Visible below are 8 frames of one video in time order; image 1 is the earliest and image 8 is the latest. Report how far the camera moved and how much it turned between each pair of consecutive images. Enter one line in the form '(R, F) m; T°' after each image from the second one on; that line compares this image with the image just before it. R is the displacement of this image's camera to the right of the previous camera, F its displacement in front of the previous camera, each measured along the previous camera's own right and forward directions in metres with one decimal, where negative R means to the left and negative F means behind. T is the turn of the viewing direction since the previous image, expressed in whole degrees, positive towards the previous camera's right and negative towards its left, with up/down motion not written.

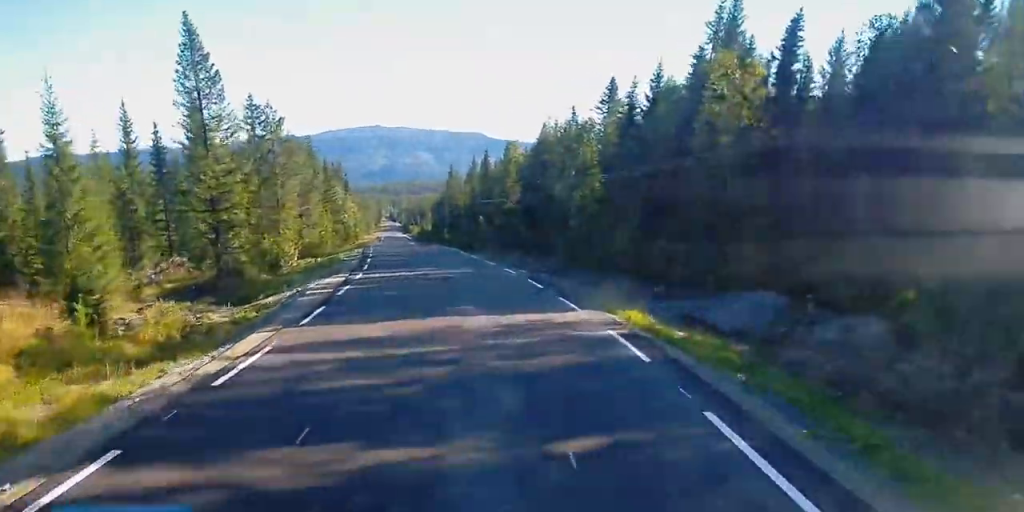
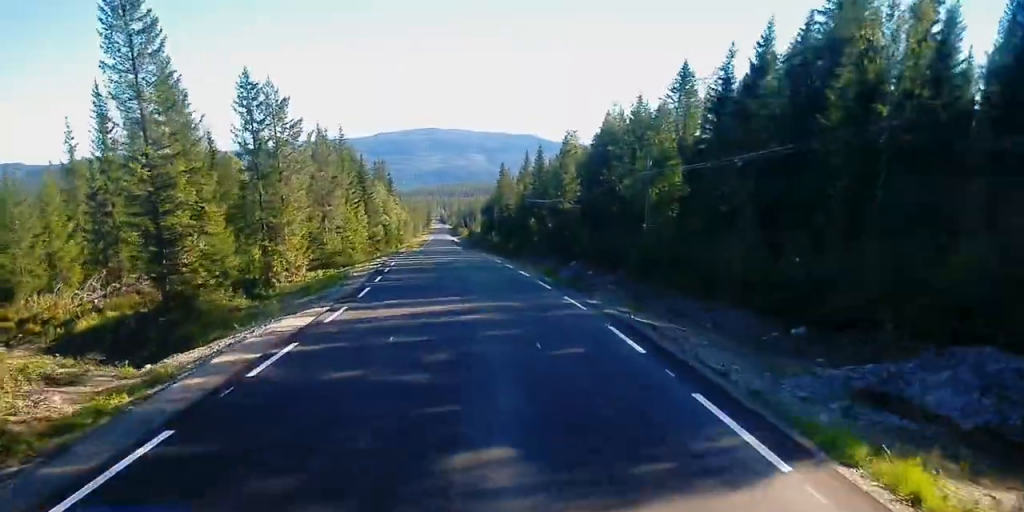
(-0.2, +11.0) m; -5°
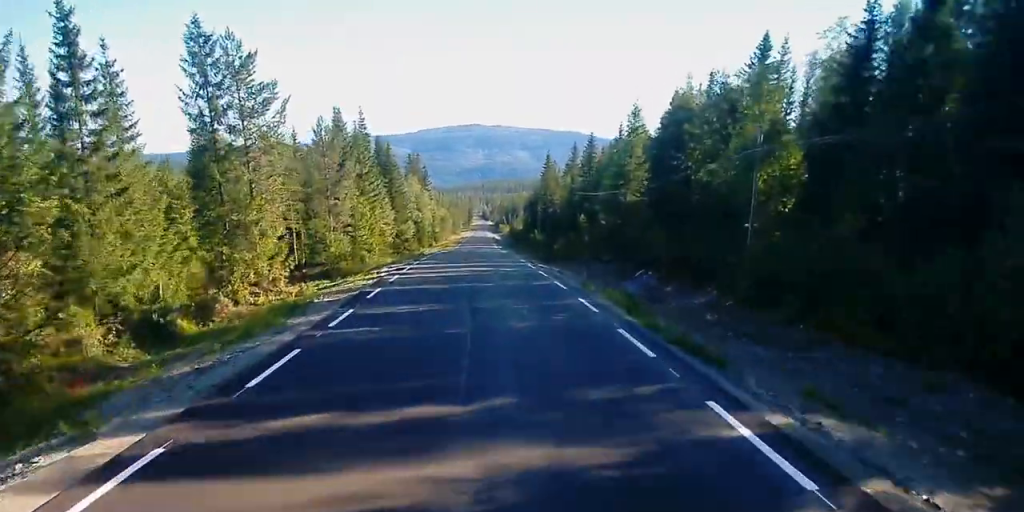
(-0.9, +12.5) m; -4°
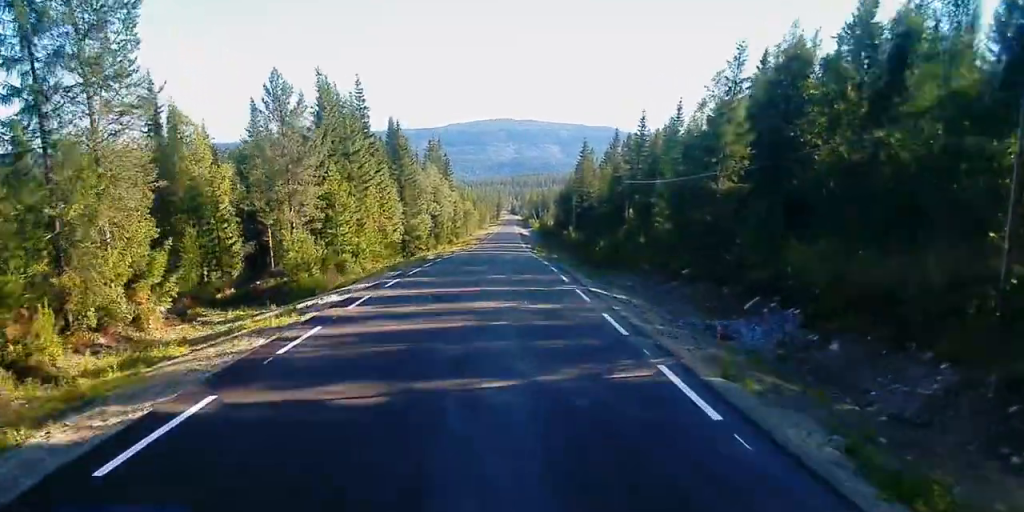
(-0.1, +16.0) m; -3°
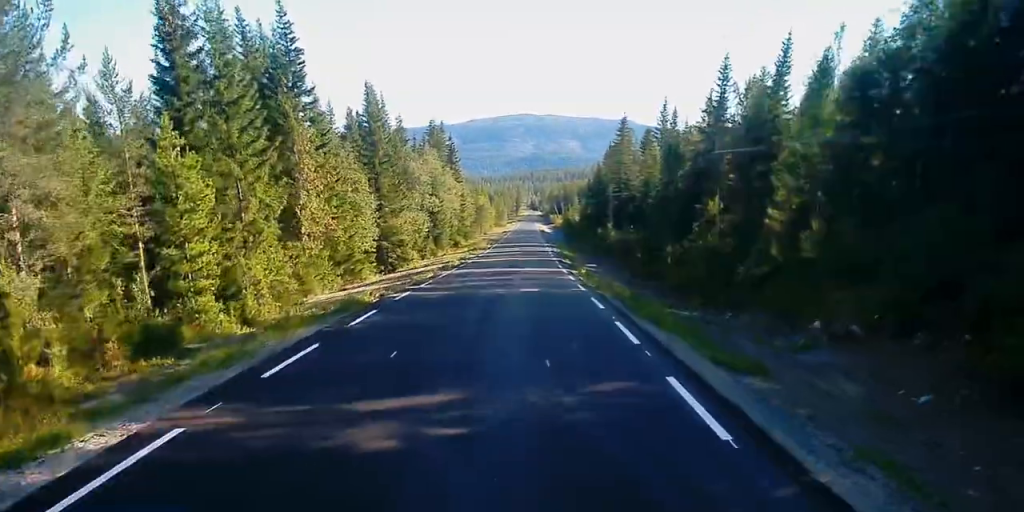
(-0.7, +24.9) m; -1°
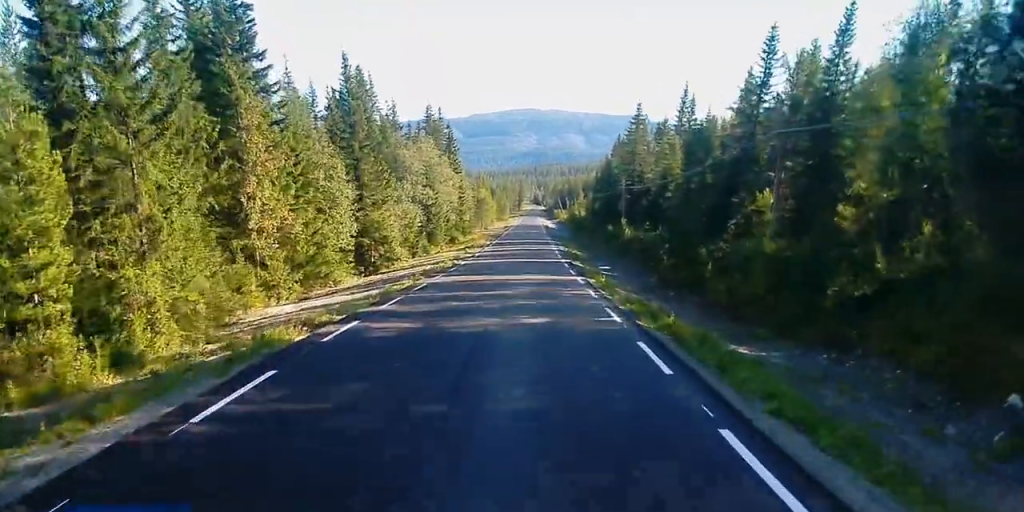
(0.0, +8.7) m; 0°
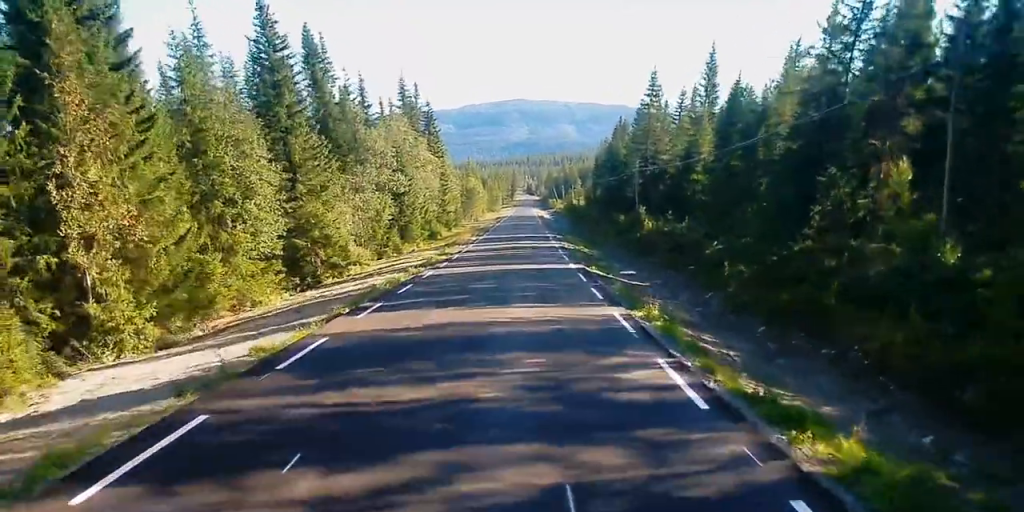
(0.0, +14.5) m; 0°
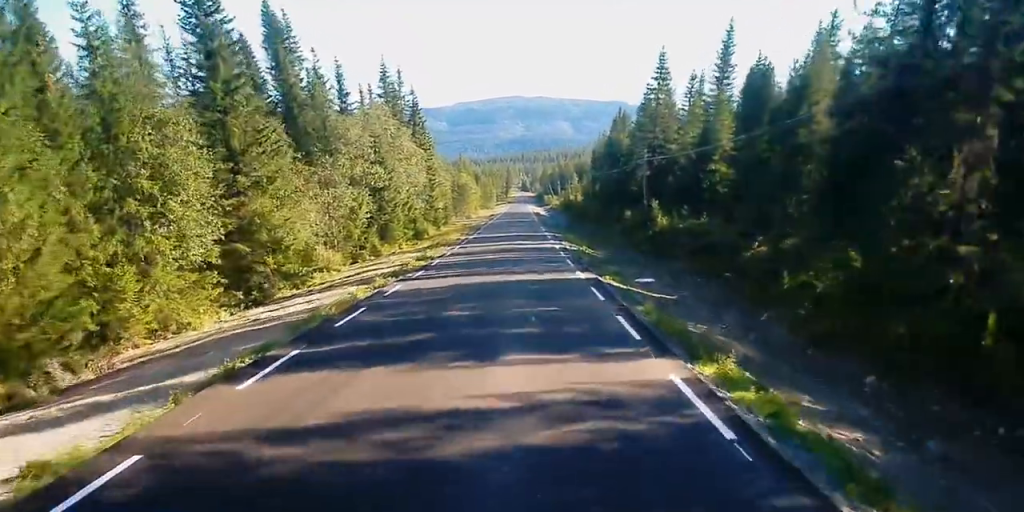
(+0.1, +7.5) m; 0°
